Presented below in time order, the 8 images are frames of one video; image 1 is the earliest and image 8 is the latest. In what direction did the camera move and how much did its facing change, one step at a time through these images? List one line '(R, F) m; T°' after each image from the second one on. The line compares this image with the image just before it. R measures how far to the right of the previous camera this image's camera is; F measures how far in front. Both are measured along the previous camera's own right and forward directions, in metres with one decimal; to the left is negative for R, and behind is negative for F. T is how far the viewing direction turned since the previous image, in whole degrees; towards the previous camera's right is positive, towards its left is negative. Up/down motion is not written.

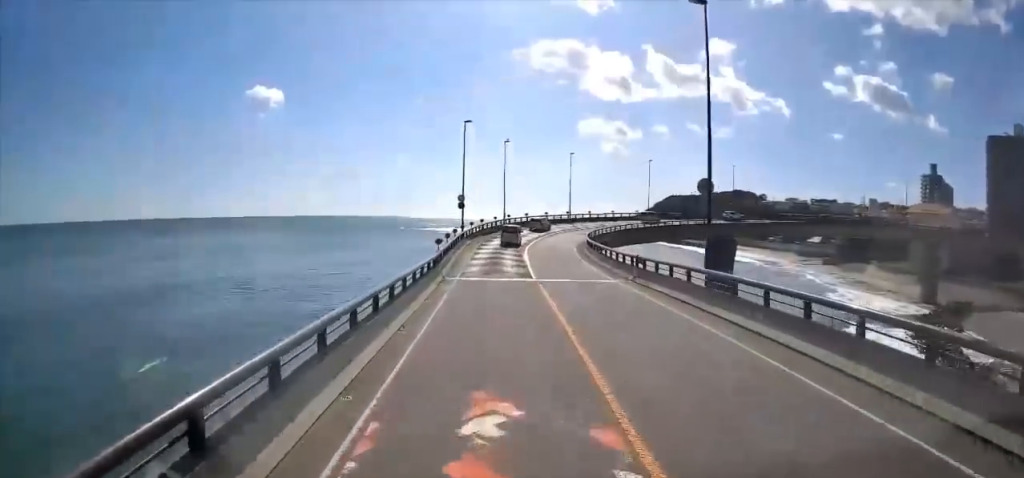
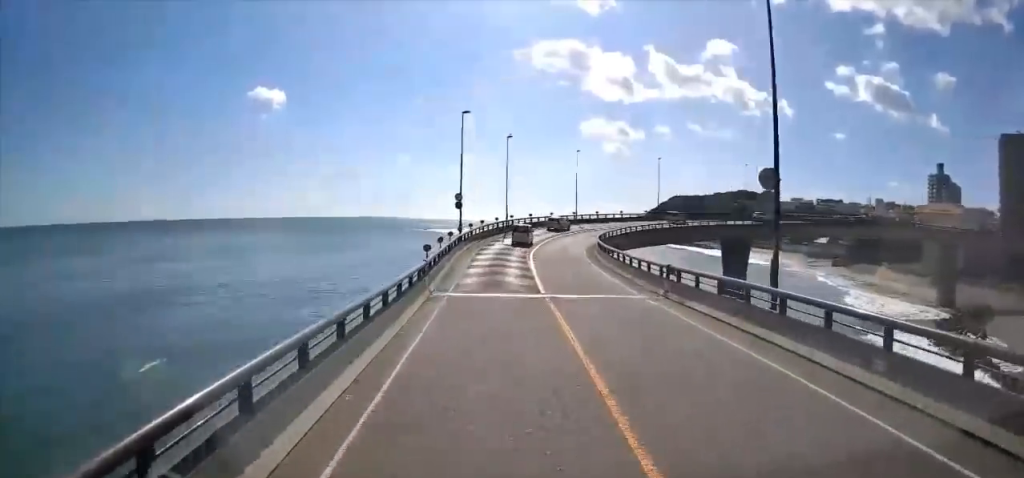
(-0.2, +4.9) m; -1°
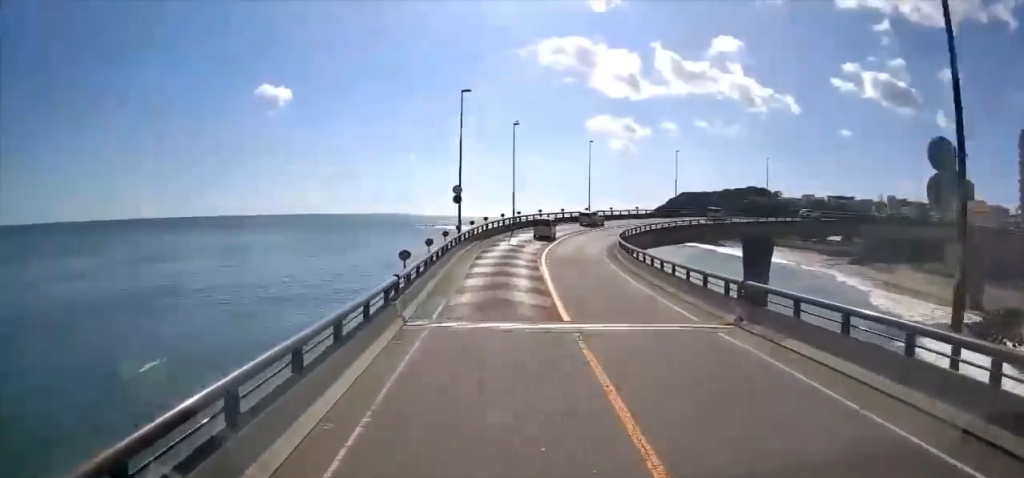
(-0.1, +6.9) m; -1°
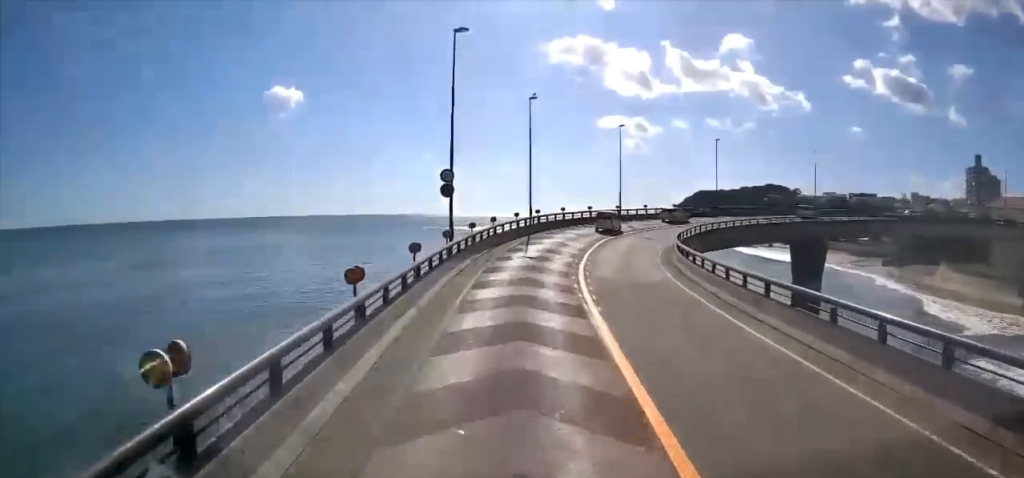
(0.0, +13.0) m; 0°
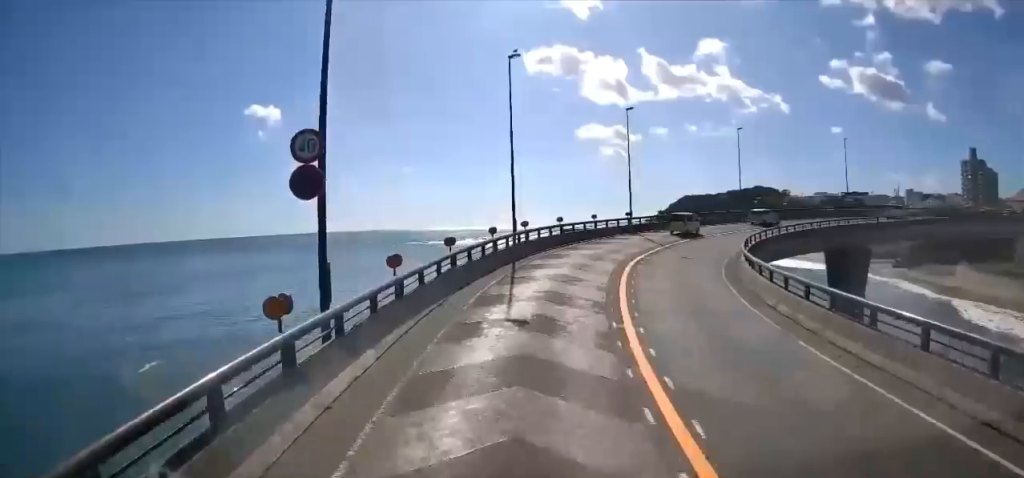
(0.0, +15.3) m; 0°
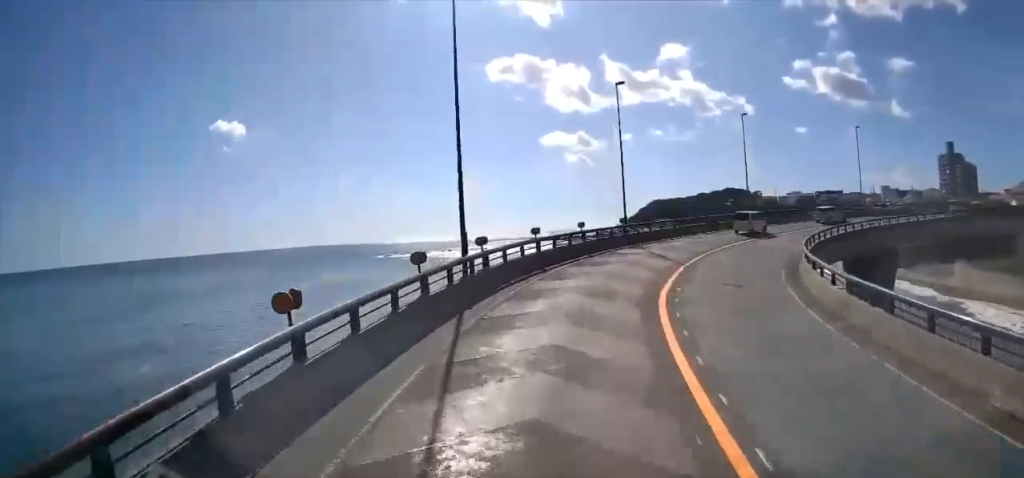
(0.0, +11.6) m; +2°
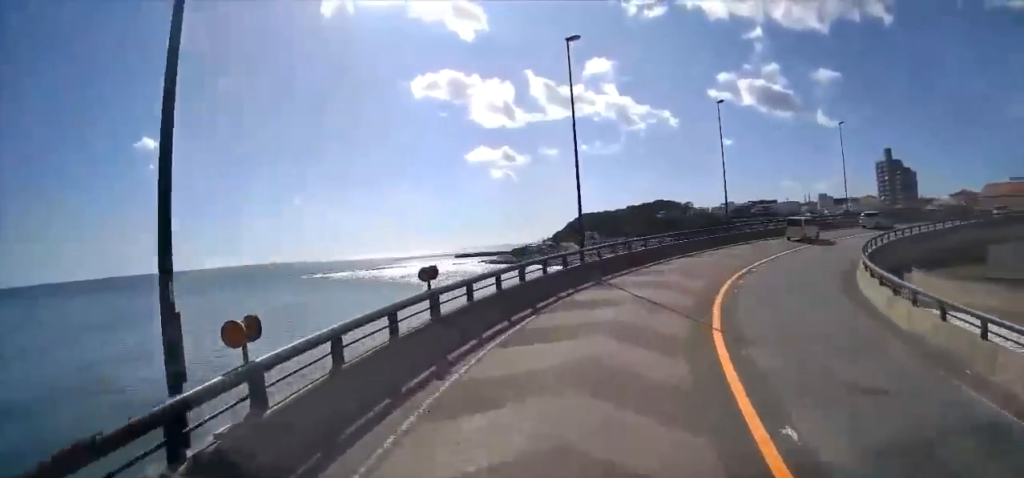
(+0.6, +12.3) m; +7°
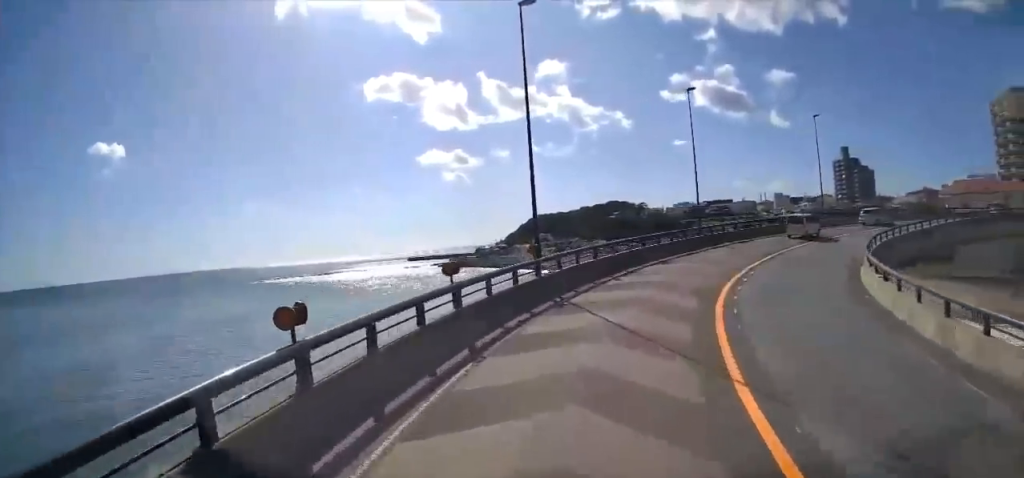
(+0.2, +4.0) m; +6°
